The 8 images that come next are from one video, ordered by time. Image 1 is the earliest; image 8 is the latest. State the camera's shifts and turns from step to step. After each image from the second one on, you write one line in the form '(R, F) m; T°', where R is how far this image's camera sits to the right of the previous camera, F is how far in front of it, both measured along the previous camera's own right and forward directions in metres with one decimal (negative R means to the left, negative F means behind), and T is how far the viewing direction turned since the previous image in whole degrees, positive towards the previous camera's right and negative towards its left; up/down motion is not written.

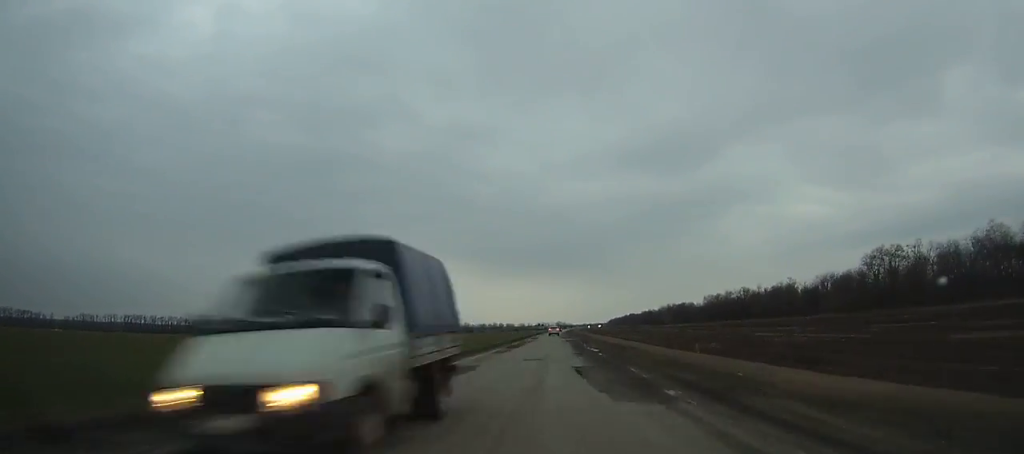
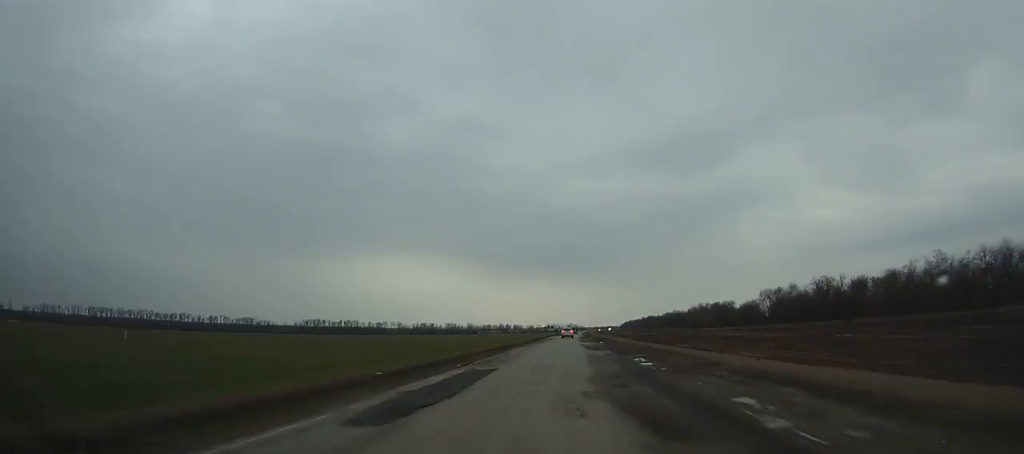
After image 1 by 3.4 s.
(-0.2, +74.2) m; 0°
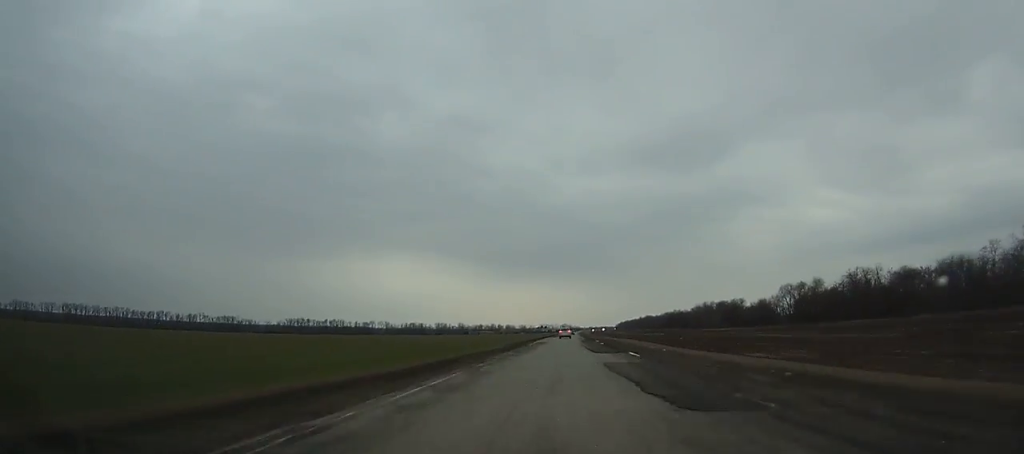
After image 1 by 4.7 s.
(+0.2, +28.6) m; 0°
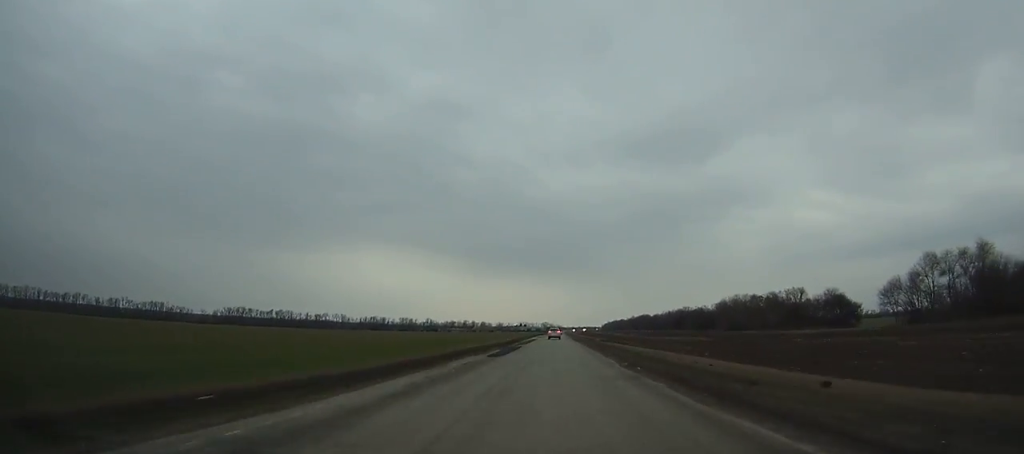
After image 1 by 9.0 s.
(+0.9, +95.2) m; +1°
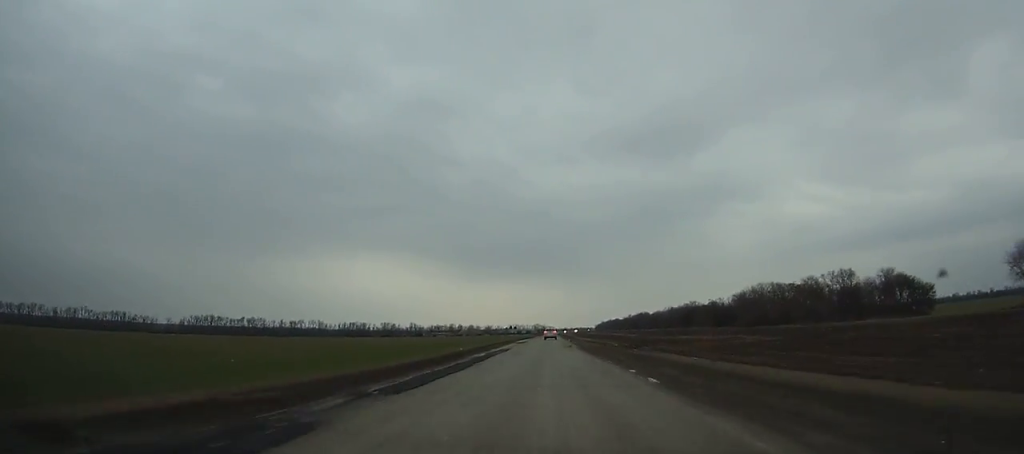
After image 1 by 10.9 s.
(+0.2, +42.3) m; 0°
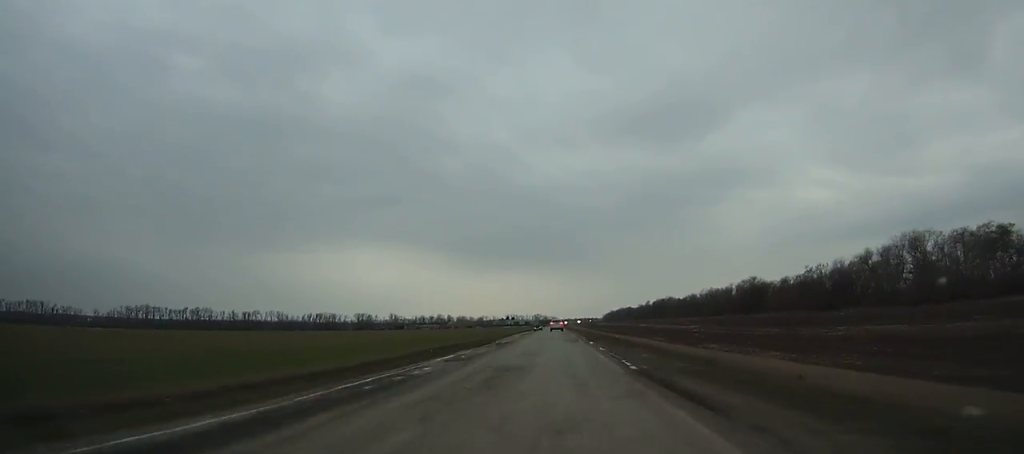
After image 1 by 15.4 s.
(+0.8, +99.3) m; 0°
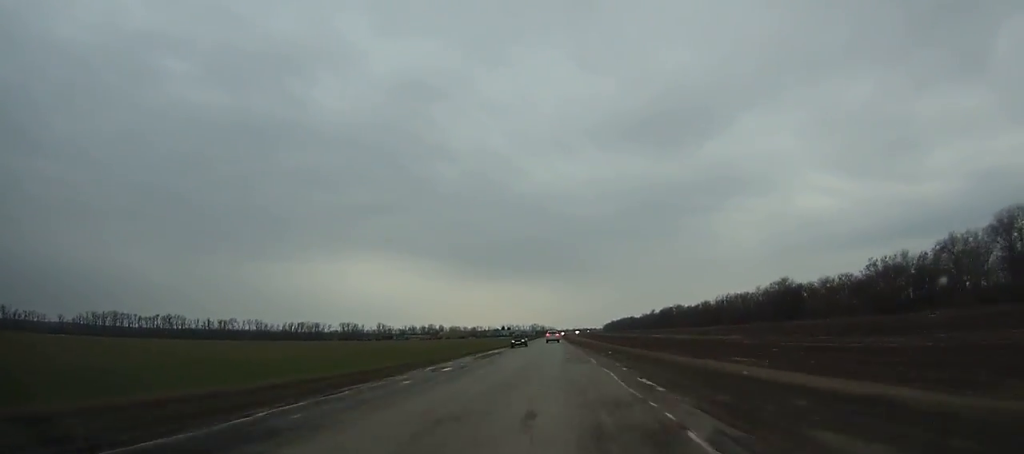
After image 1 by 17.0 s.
(-0.2, +35.2) m; 0°
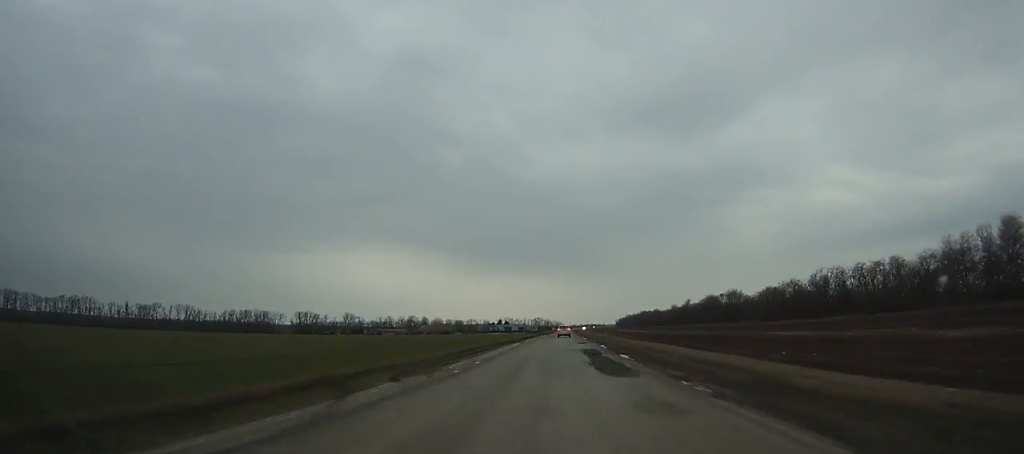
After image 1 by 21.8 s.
(-0.6, +106.4) m; 0°
